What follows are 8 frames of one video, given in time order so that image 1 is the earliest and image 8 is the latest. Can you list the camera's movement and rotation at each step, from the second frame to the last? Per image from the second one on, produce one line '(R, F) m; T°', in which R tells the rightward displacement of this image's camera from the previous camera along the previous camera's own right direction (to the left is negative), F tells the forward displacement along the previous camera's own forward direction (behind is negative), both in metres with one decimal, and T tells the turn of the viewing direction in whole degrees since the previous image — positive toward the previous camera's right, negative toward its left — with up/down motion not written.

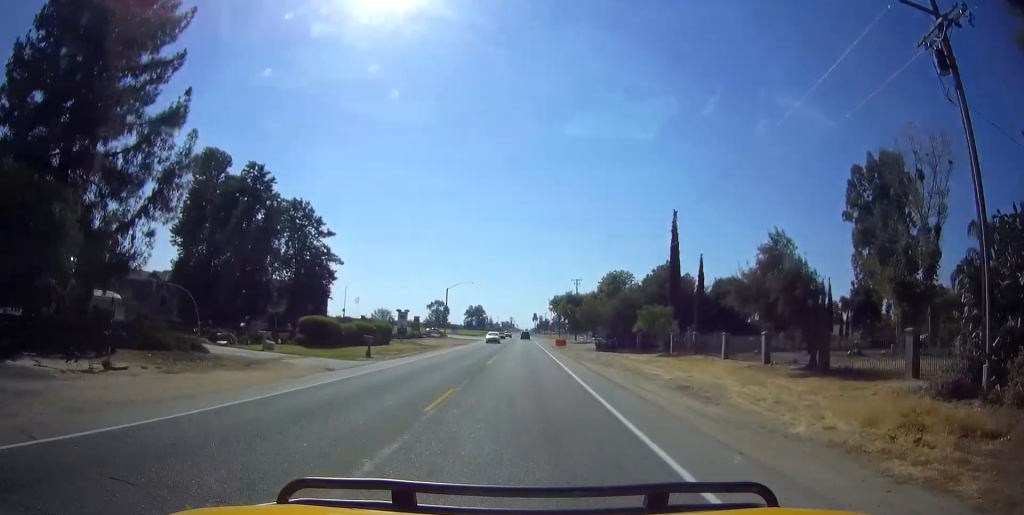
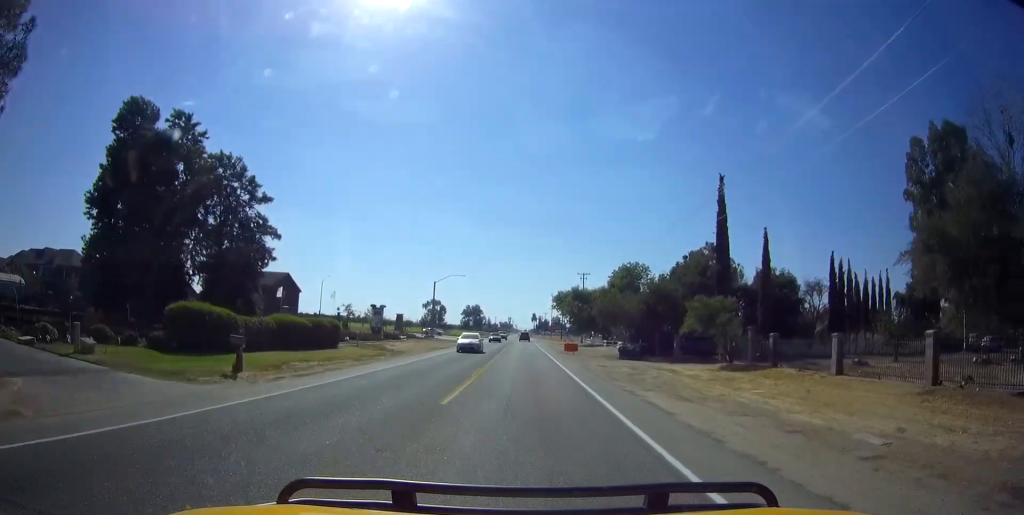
(+0.1, +13.9) m; 0°
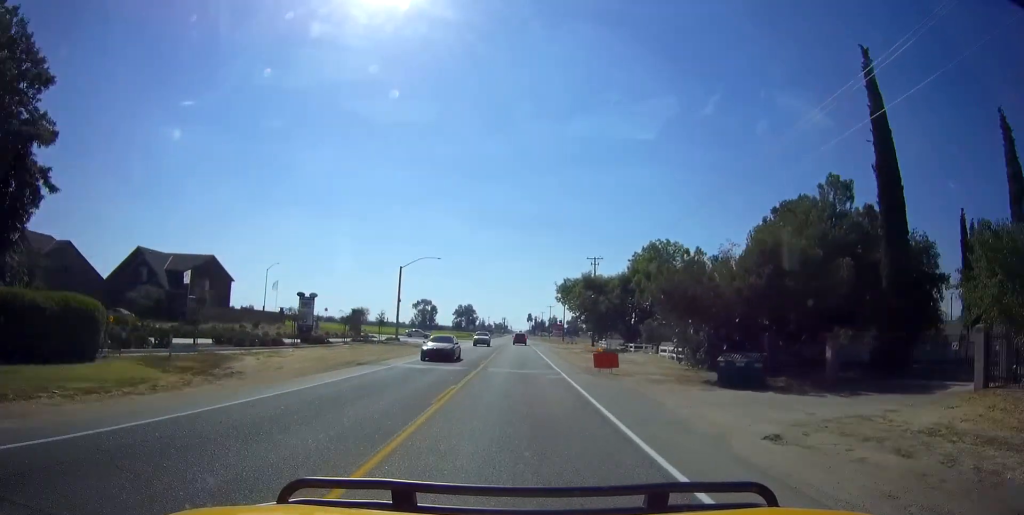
(-0.1, +21.7) m; 0°
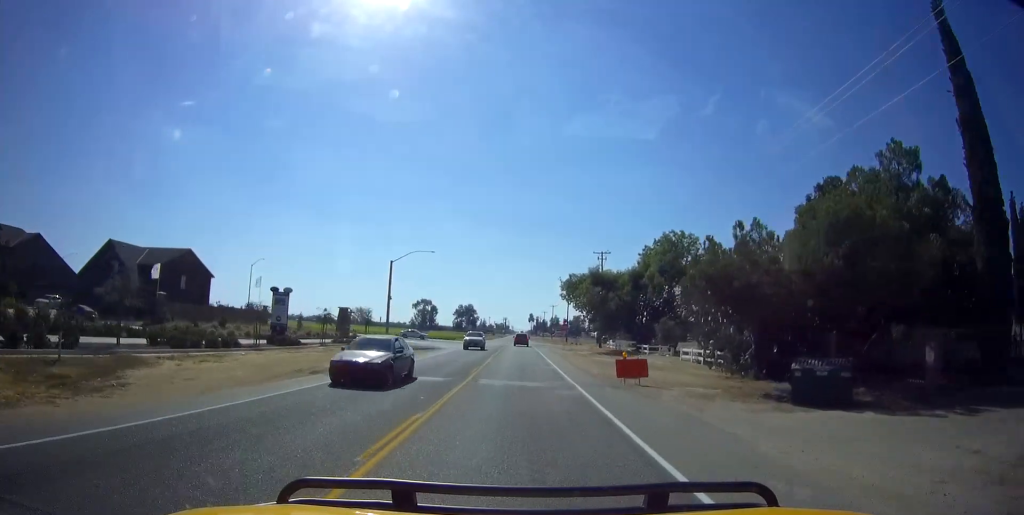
(+0.1, +5.5) m; 0°
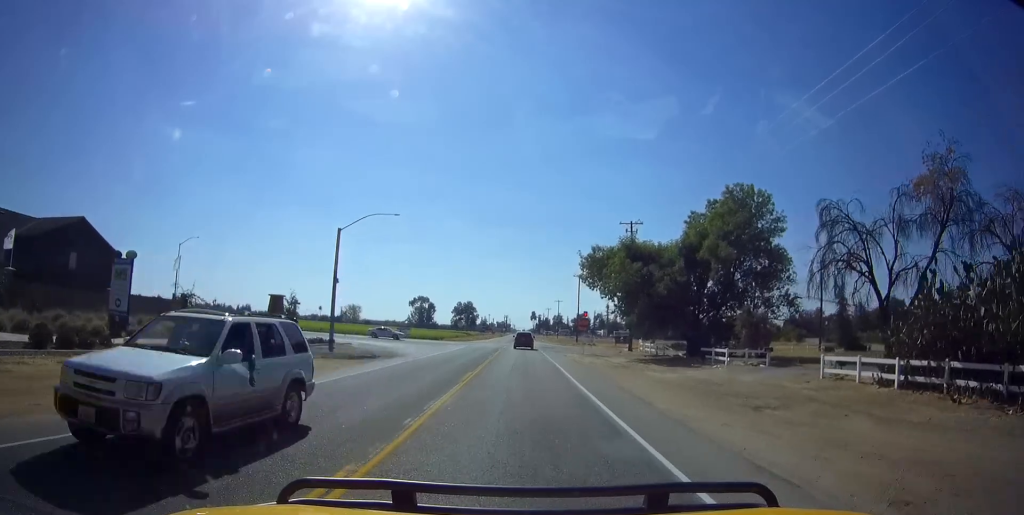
(-0.3, +18.1) m; -1°
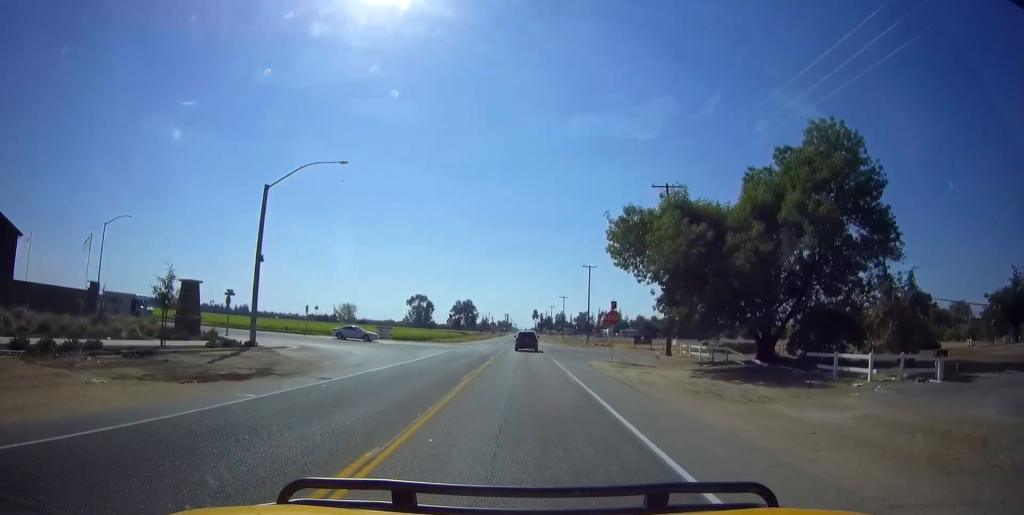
(0.0, +13.2) m; +1°
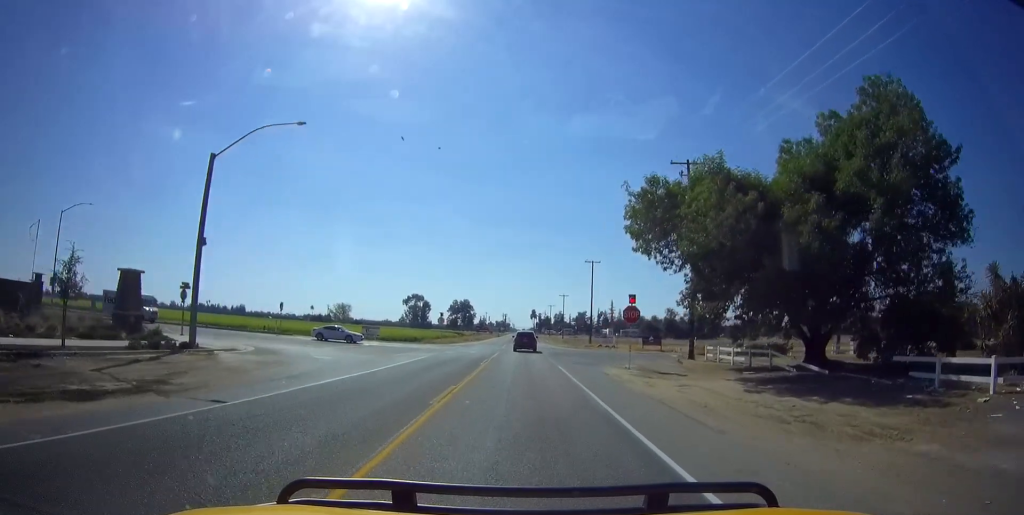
(+0.1, +5.8) m; +1°
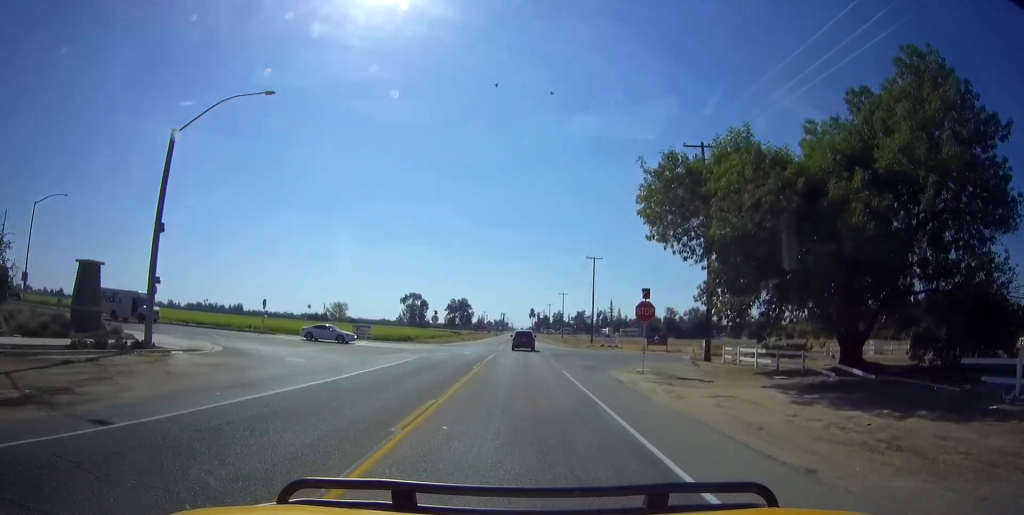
(0.0, +3.5) m; +1°
